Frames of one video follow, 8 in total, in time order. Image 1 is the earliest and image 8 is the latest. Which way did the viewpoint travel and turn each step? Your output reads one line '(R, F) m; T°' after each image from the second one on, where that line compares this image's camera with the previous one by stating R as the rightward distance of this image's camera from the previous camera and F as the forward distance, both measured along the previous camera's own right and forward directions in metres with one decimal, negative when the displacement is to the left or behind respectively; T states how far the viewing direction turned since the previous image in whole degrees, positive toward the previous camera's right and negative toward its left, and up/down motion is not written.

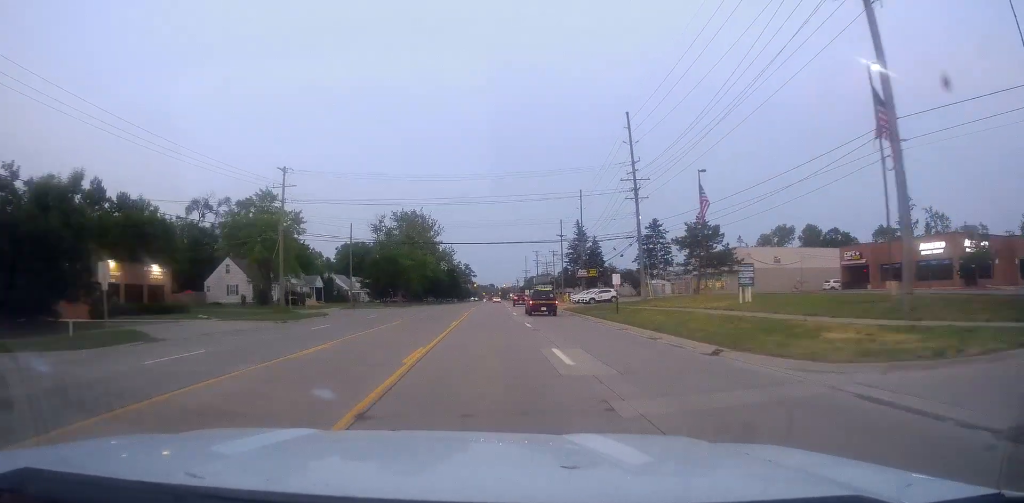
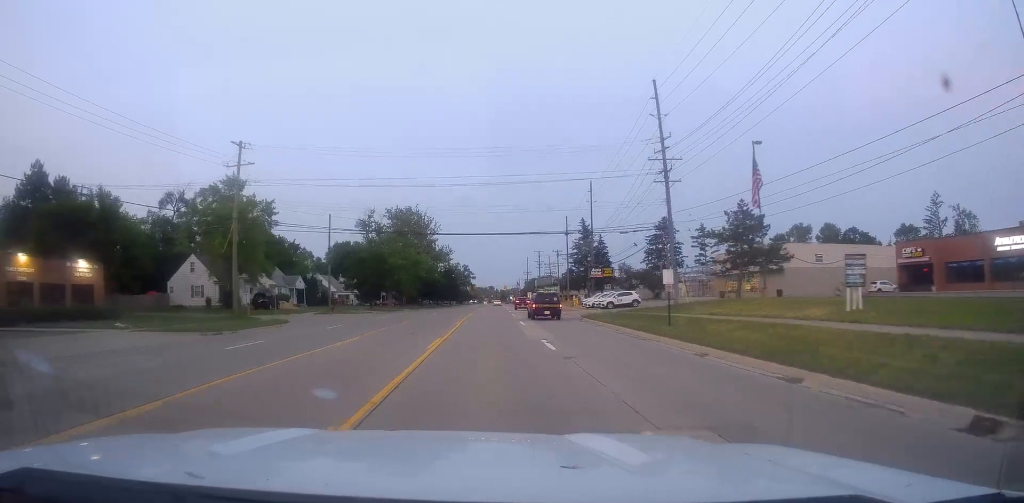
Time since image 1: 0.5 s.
(0.0, +10.4) m; 0°
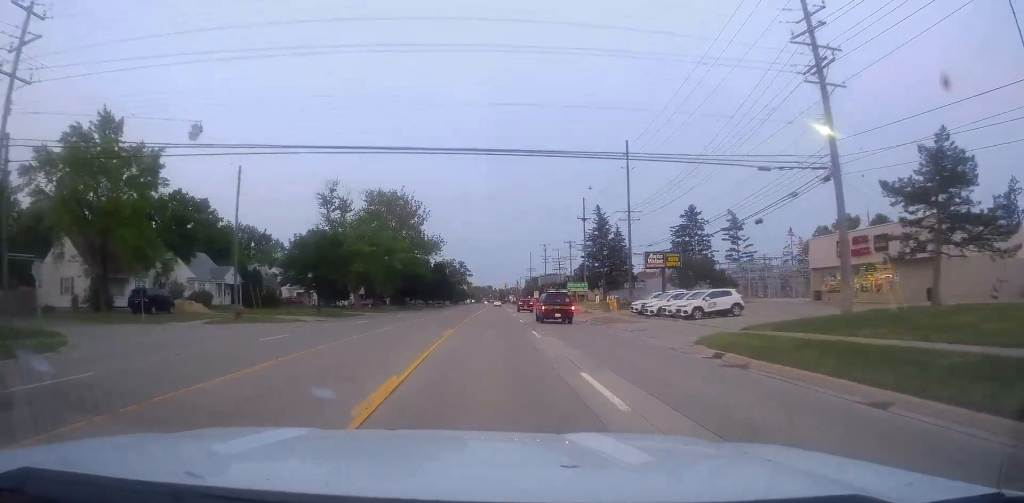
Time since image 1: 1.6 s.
(-0.3, +25.2) m; 0°
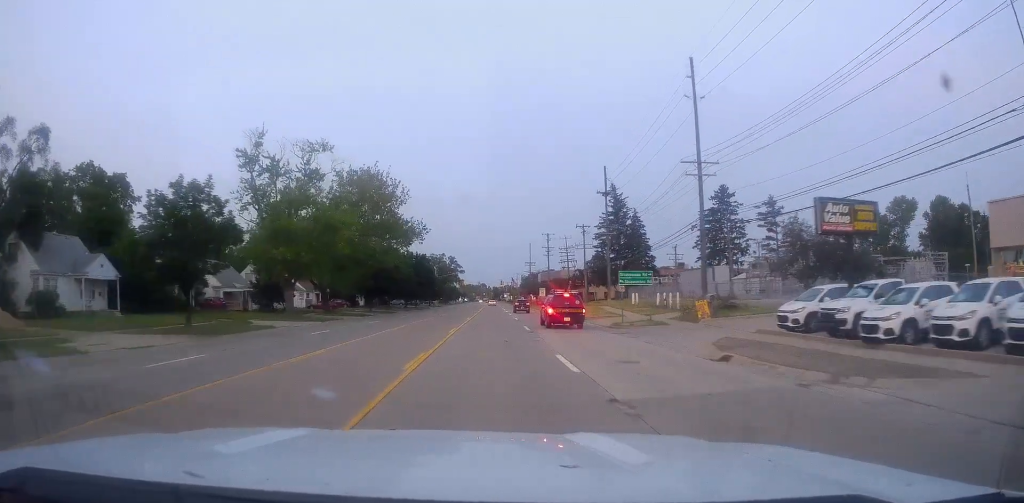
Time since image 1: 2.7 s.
(+0.3, +25.2) m; +1°
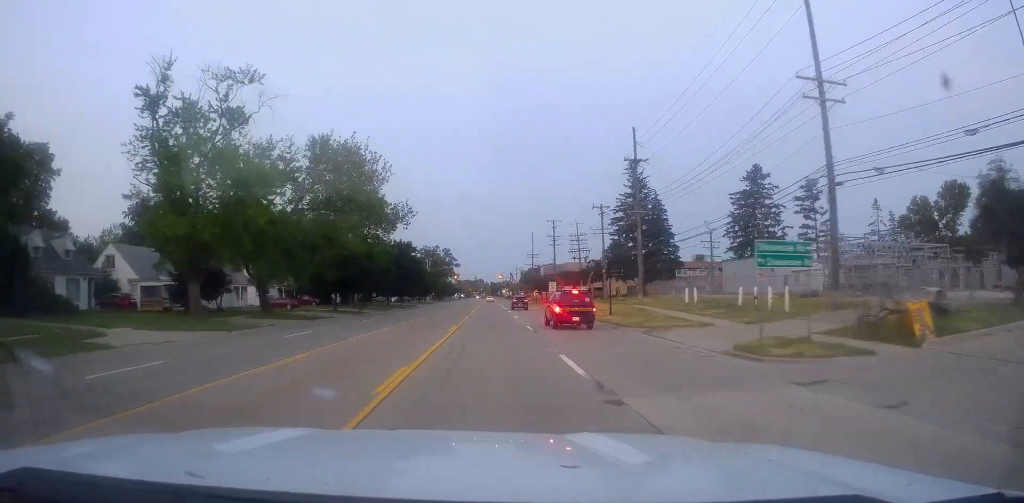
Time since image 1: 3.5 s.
(+0.1, +17.7) m; 0°
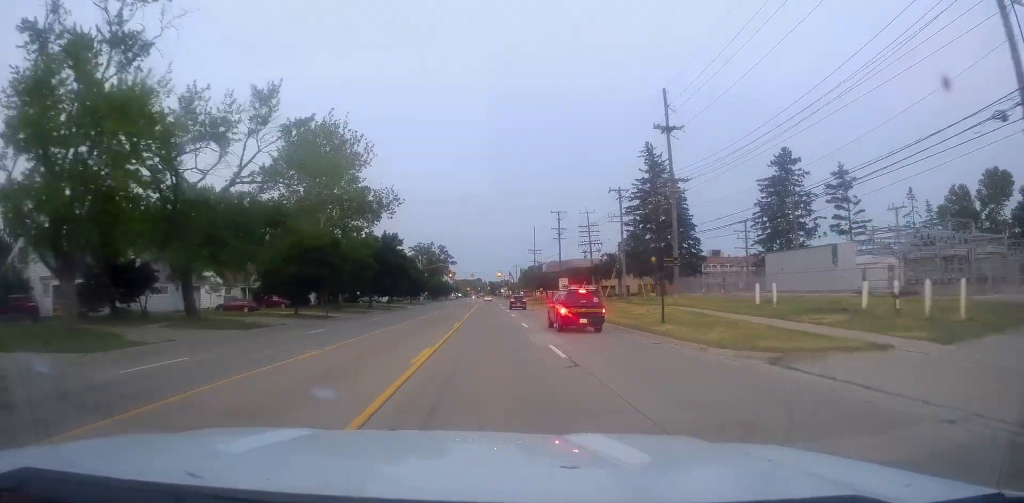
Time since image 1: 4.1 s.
(-0.3, +12.4) m; +1°
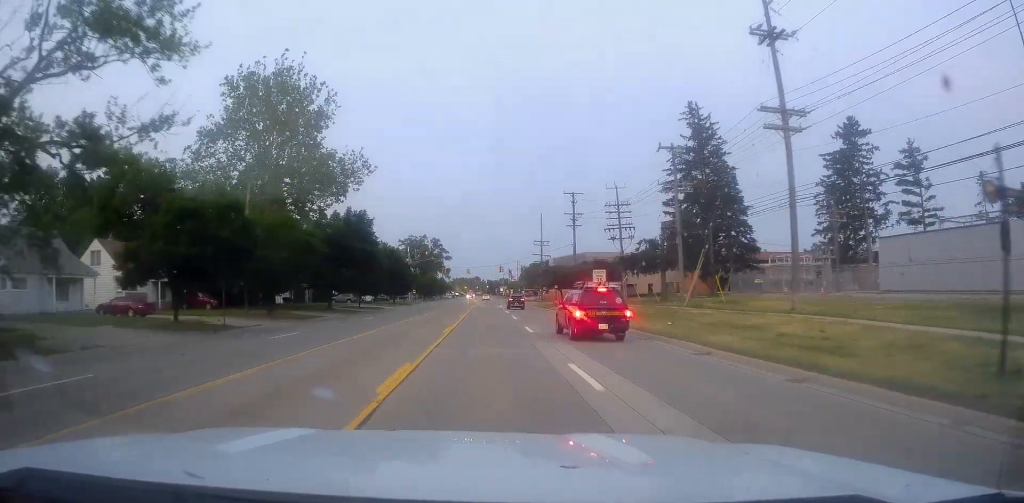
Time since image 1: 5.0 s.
(+0.6, +20.4) m; +1°
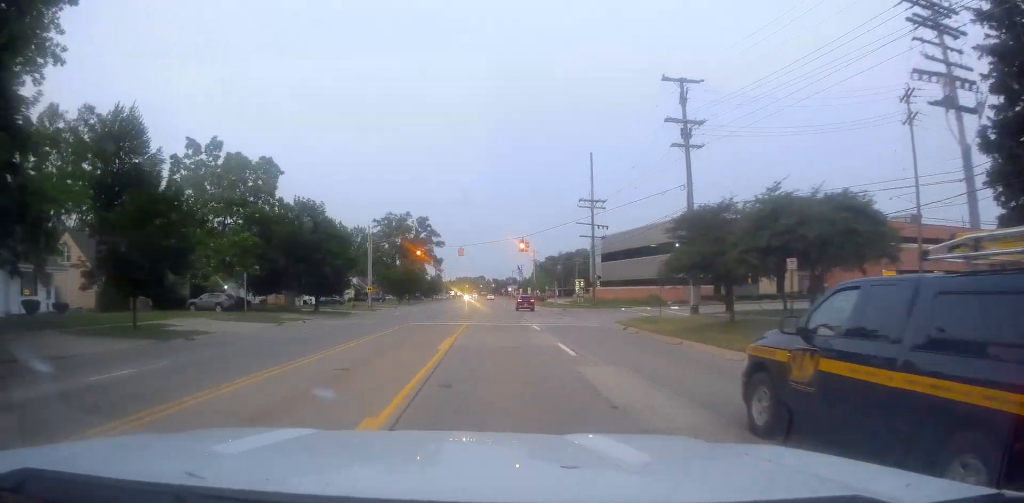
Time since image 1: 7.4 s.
(-1.3, +52.0) m; -1°
